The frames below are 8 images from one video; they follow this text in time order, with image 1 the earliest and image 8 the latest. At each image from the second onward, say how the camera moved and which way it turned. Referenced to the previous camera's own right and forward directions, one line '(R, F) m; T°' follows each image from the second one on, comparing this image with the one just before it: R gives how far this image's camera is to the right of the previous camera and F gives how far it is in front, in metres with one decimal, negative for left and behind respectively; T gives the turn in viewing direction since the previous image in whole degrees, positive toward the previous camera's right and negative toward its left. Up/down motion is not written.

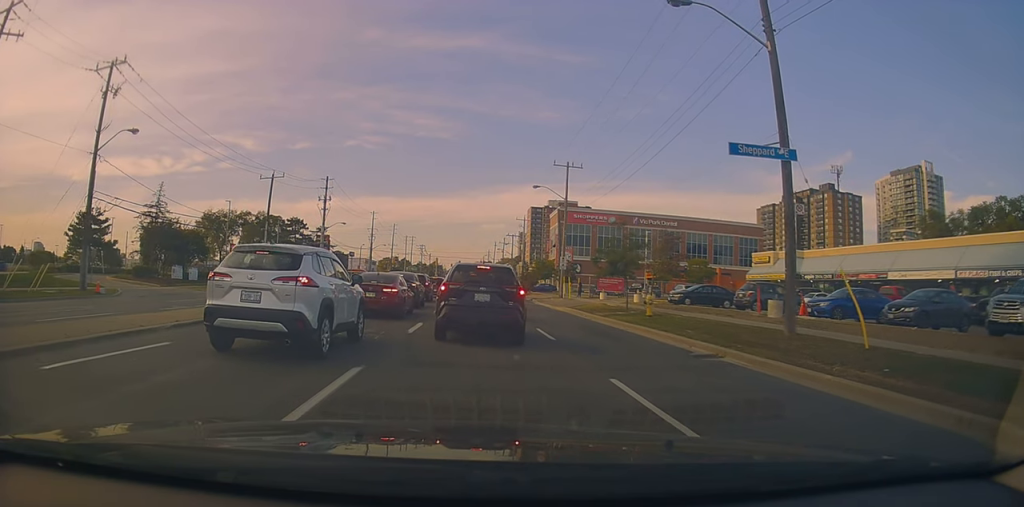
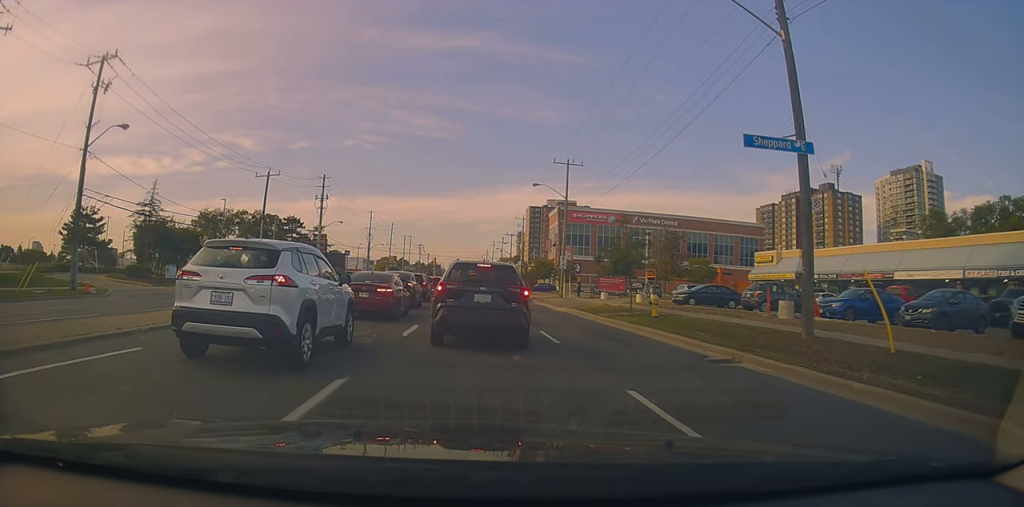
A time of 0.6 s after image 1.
(+0.1, +0.9) m; -1°
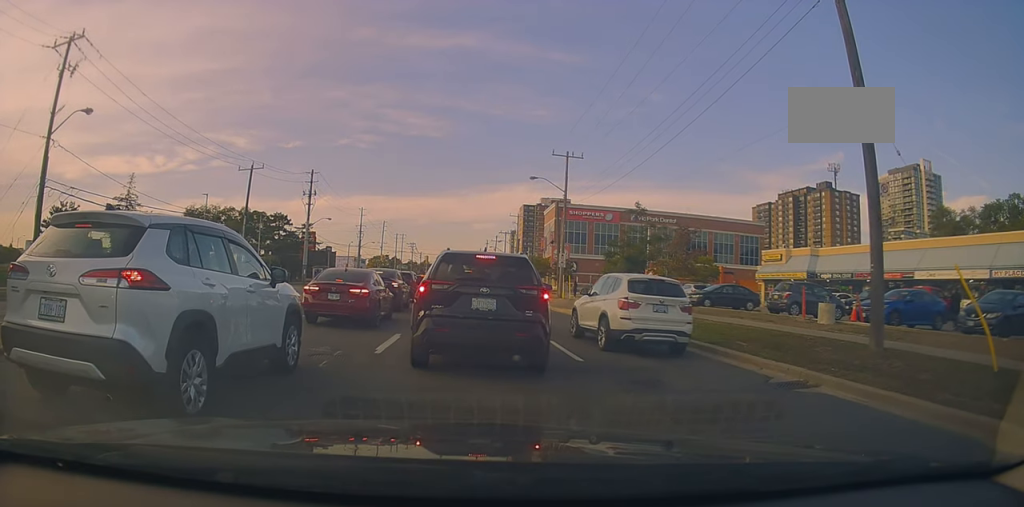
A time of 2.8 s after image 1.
(+0.2, +3.6) m; +3°
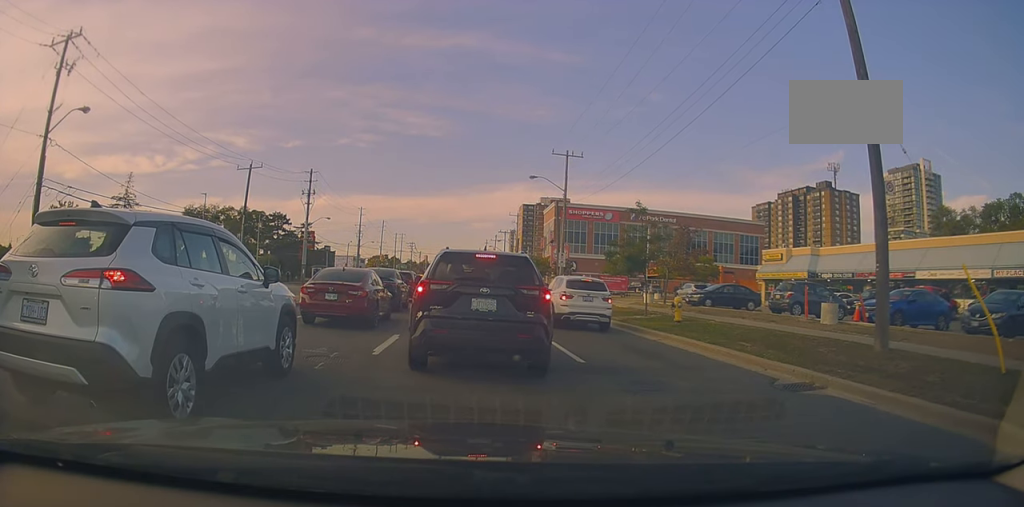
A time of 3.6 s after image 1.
(-0.3, +0.6) m; 0°
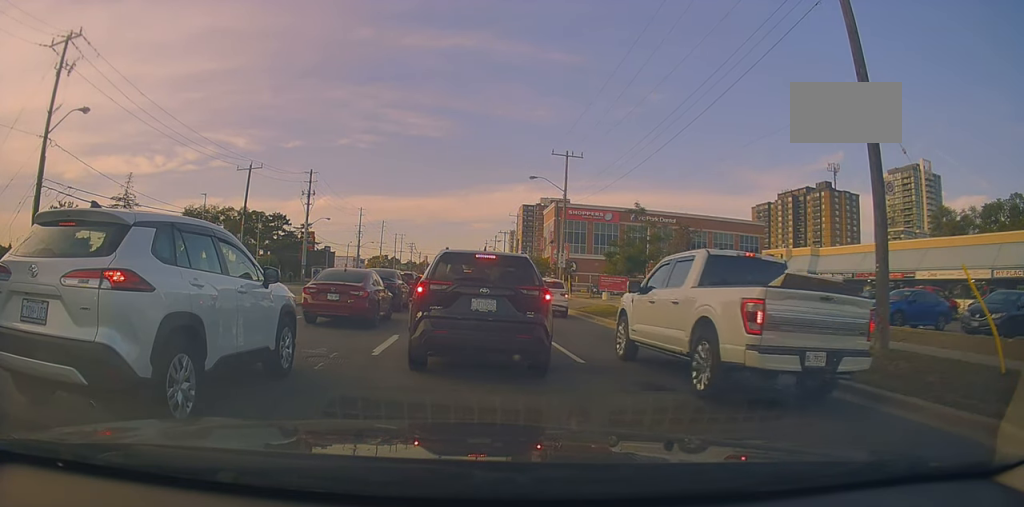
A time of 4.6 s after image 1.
(-0.2, +0.5) m; 0°
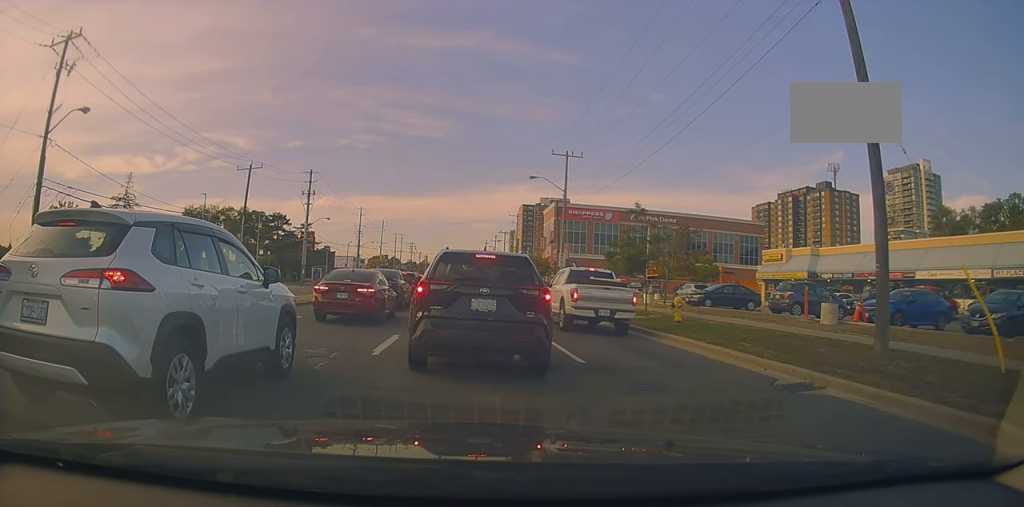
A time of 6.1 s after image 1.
(+0.2, +0.6) m; 0°
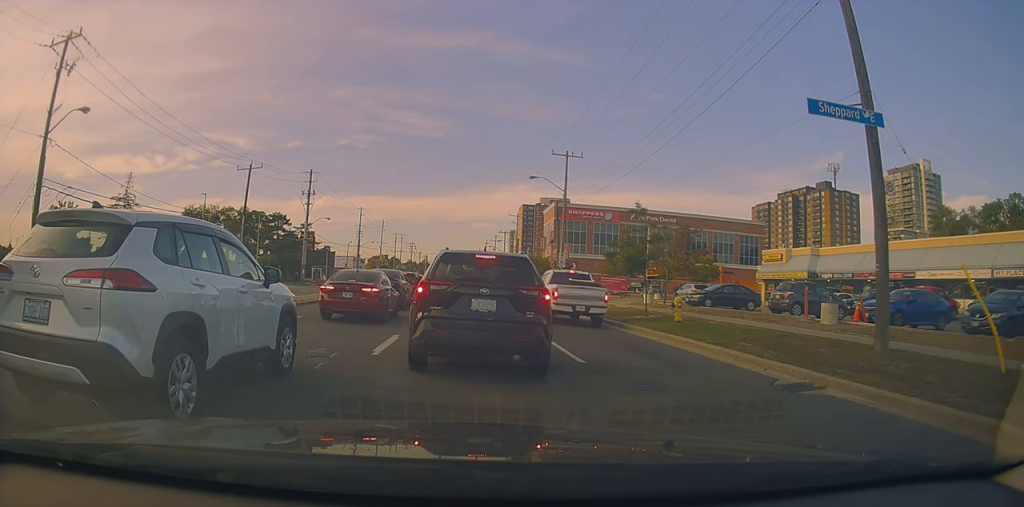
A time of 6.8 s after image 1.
(0.0, 0.0) m; 0°
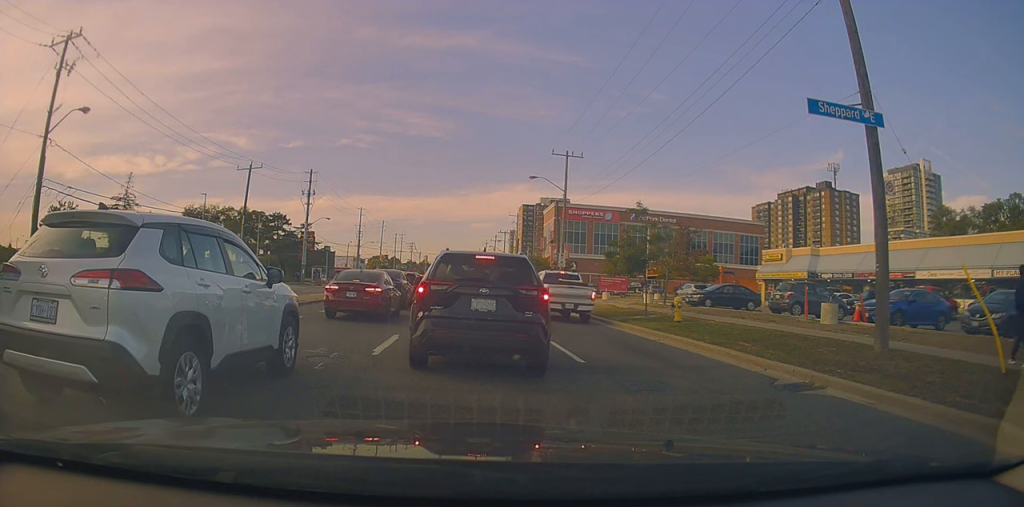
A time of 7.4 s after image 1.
(0.0, 0.0) m; 0°
